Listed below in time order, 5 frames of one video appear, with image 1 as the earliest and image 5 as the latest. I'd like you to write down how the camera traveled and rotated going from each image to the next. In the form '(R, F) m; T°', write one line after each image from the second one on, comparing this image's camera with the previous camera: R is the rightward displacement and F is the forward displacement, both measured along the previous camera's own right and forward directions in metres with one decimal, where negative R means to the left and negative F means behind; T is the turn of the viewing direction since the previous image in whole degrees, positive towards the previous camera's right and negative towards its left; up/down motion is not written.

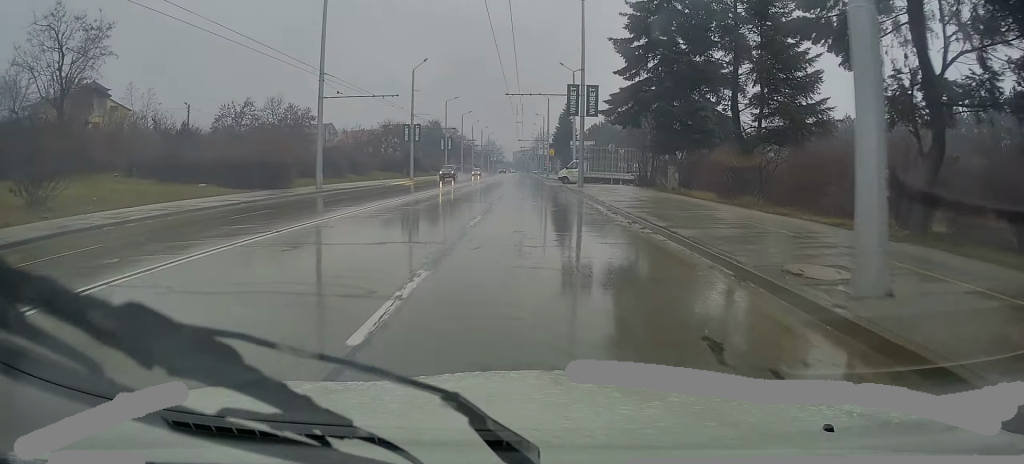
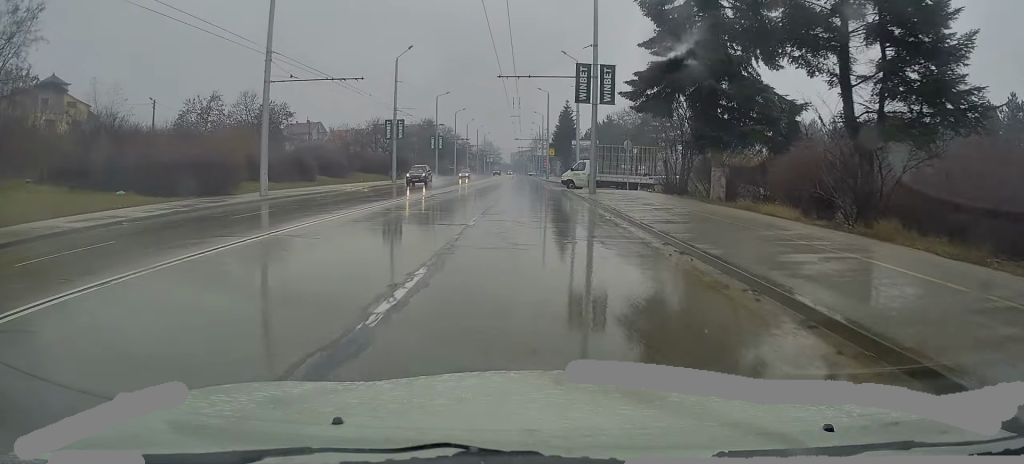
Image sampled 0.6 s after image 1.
(+0.3, +8.4) m; 0°
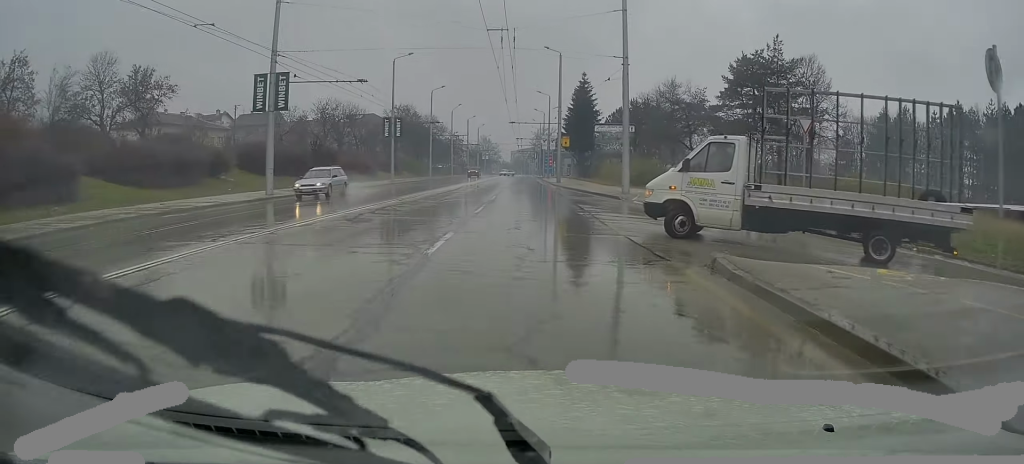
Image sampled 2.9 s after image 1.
(-1.0, +32.1) m; -2°
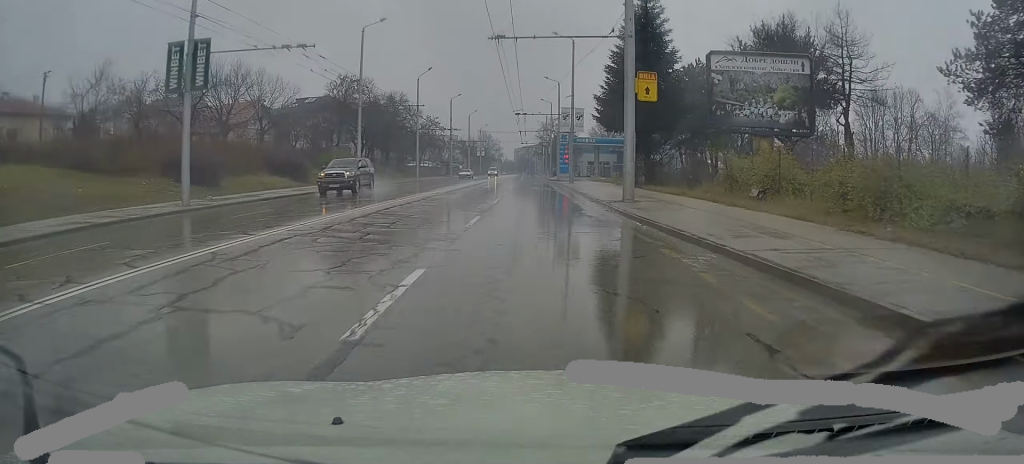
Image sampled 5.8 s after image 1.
(0.0, +40.9) m; 0°
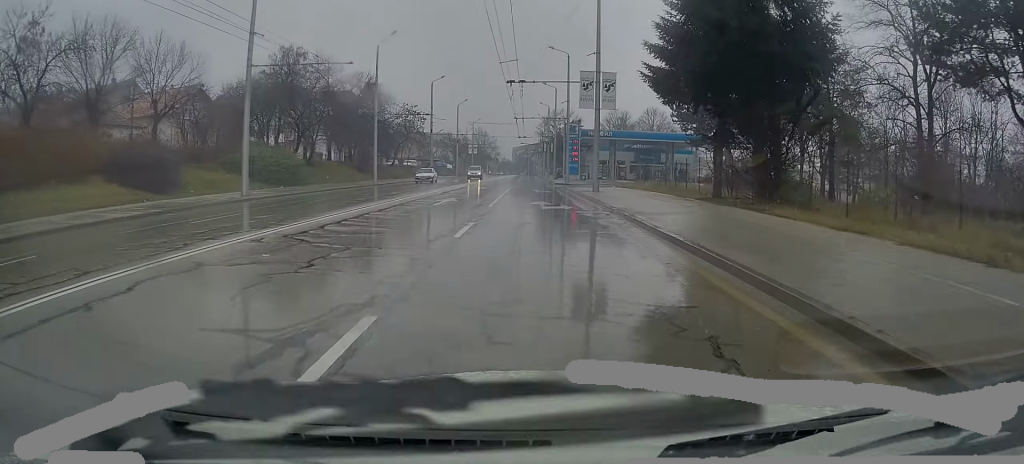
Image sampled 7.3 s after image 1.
(-0.3, +20.3) m; -1°
